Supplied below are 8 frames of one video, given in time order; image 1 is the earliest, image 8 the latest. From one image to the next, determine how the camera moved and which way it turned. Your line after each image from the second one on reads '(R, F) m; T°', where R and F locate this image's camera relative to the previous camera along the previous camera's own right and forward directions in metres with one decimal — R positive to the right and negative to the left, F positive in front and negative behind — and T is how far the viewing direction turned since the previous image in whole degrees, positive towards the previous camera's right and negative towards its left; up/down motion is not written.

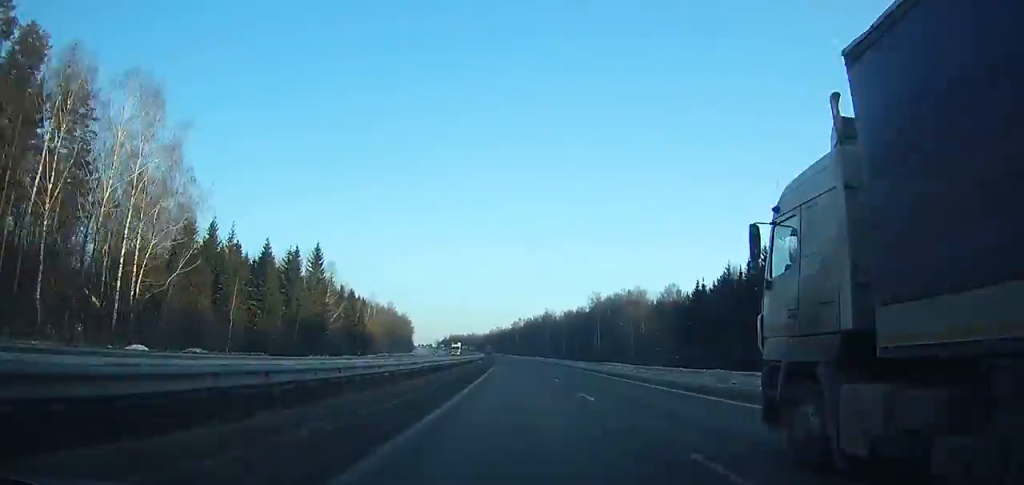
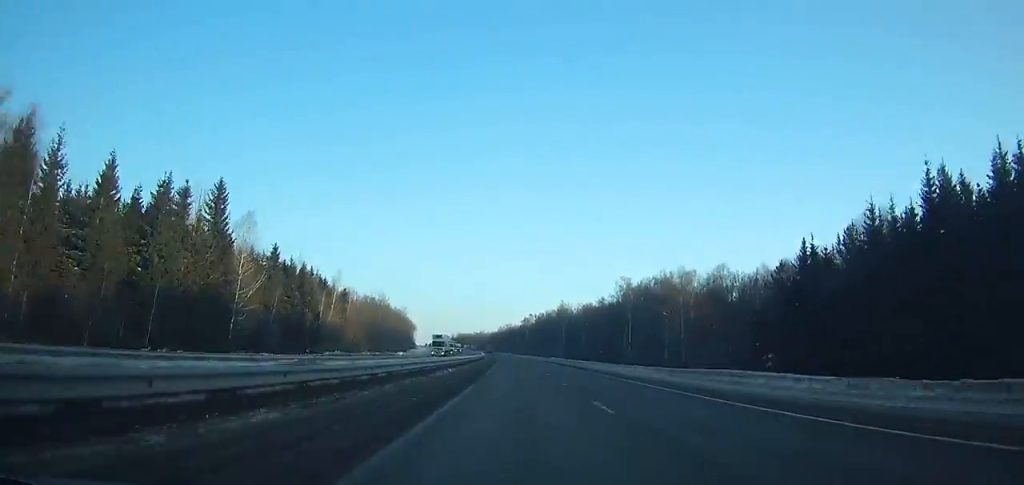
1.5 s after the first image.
(-0.2, +39.0) m; -1°
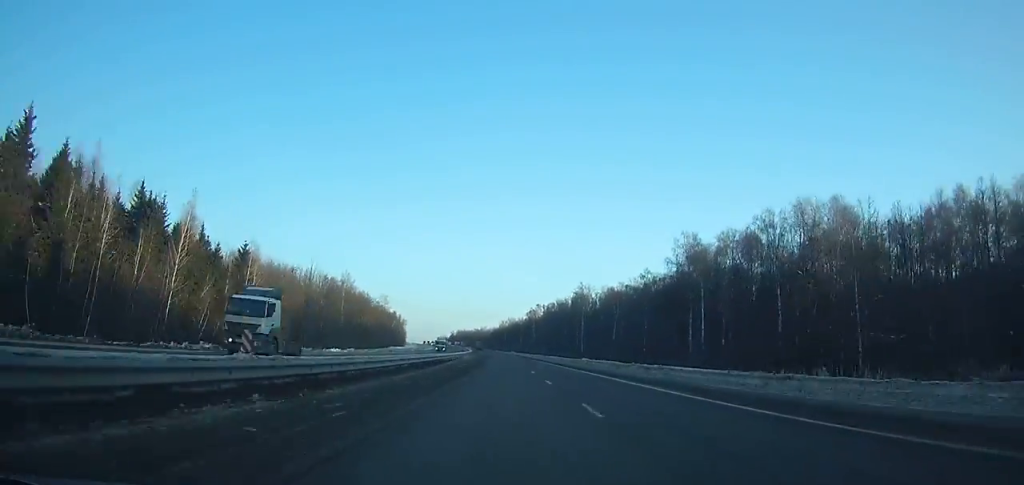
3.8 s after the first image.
(-0.5, +59.8) m; -1°
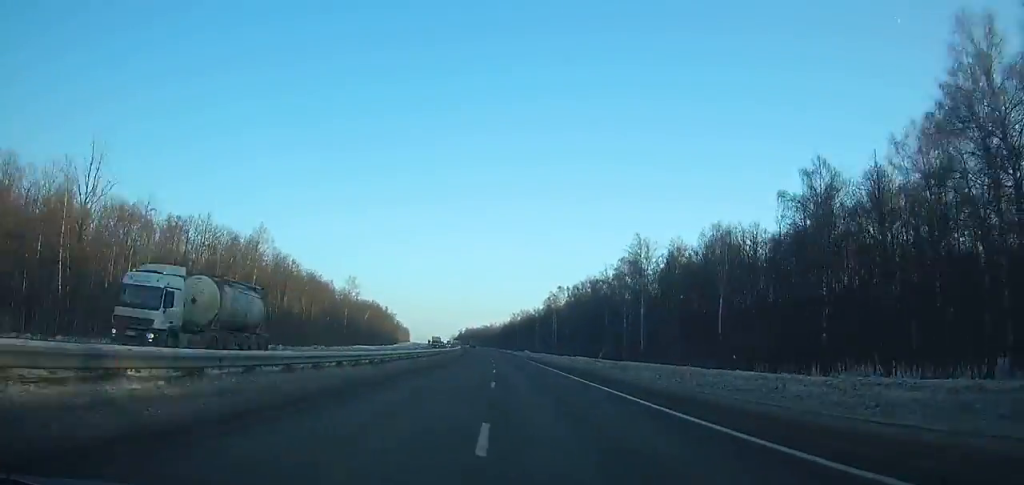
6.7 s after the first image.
(-1.1, +74.5) m; -2°
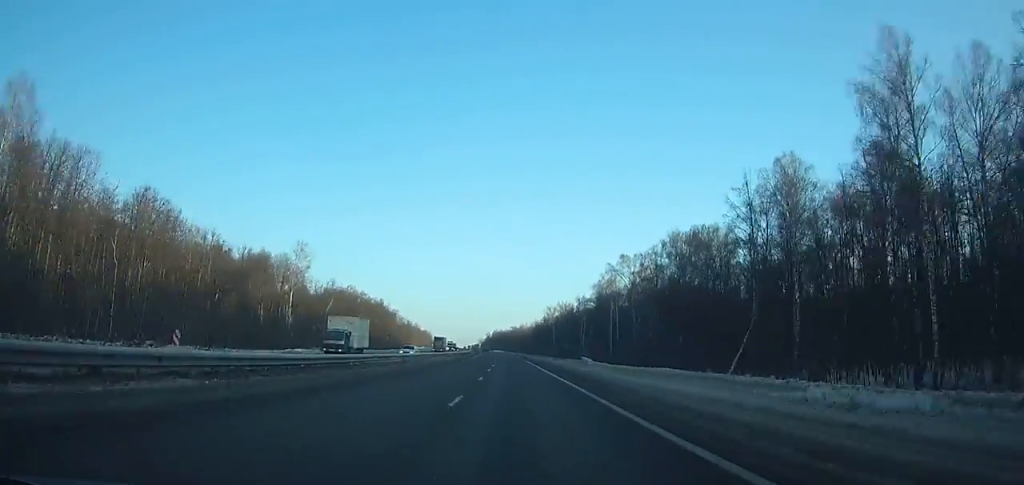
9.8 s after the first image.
(-1.4, +78.7) m; -2°
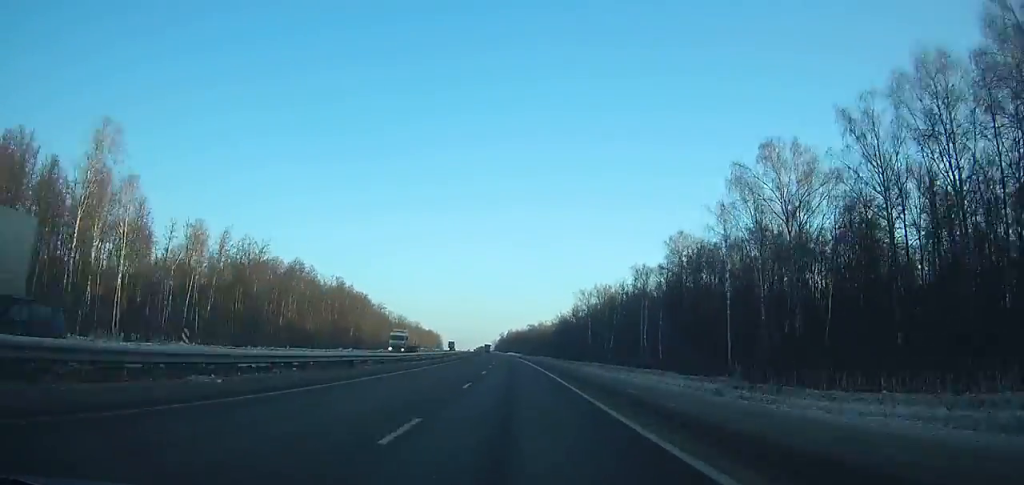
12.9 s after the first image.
(-1.6, +78.3) m; -2°
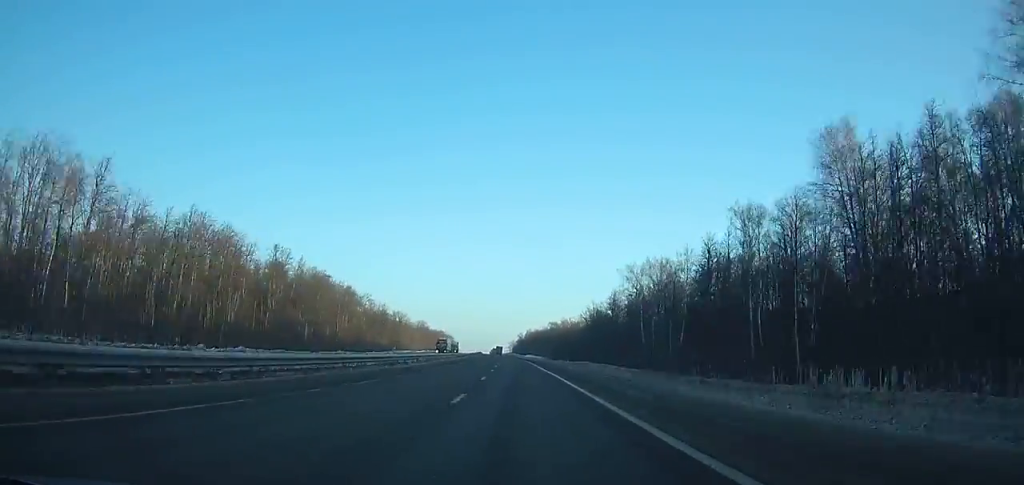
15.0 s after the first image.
(-0.8, +53.4) m; -1°
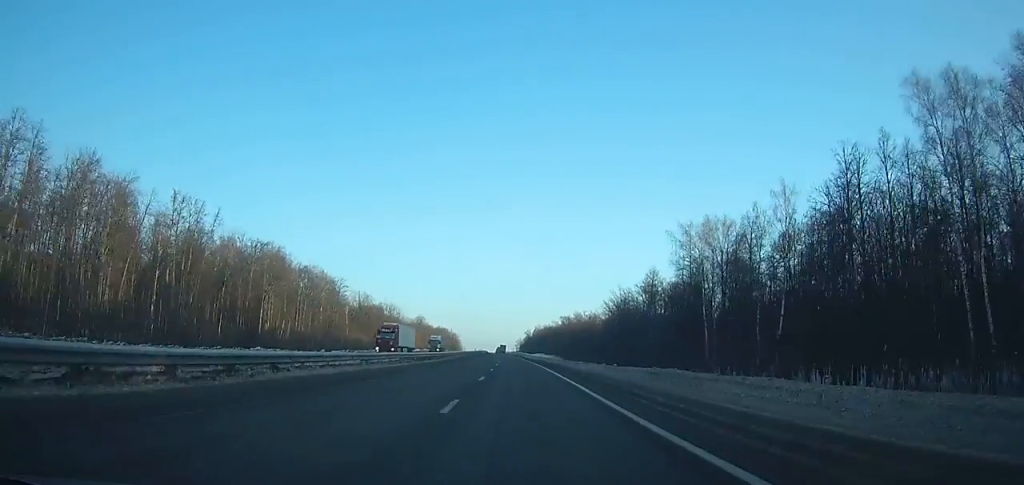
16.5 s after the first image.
(-0.1, +38.2) m; -1°
